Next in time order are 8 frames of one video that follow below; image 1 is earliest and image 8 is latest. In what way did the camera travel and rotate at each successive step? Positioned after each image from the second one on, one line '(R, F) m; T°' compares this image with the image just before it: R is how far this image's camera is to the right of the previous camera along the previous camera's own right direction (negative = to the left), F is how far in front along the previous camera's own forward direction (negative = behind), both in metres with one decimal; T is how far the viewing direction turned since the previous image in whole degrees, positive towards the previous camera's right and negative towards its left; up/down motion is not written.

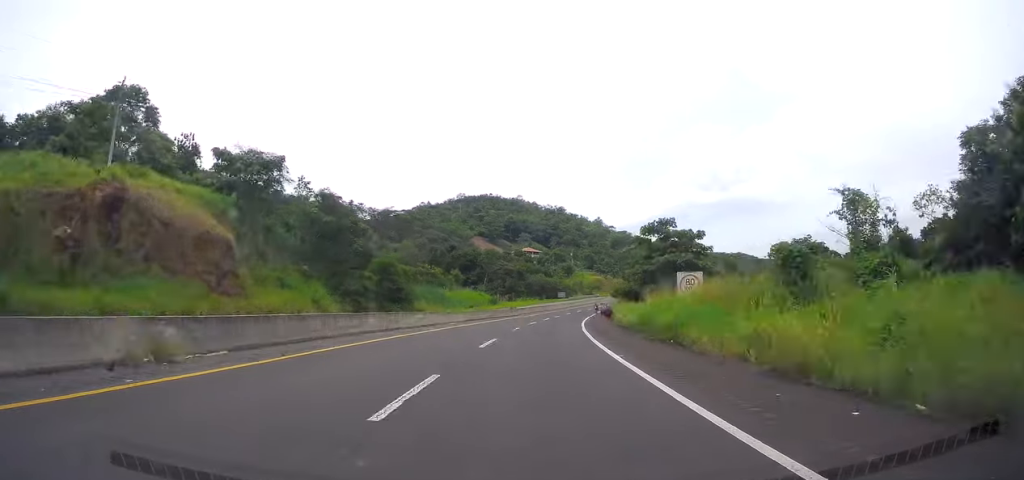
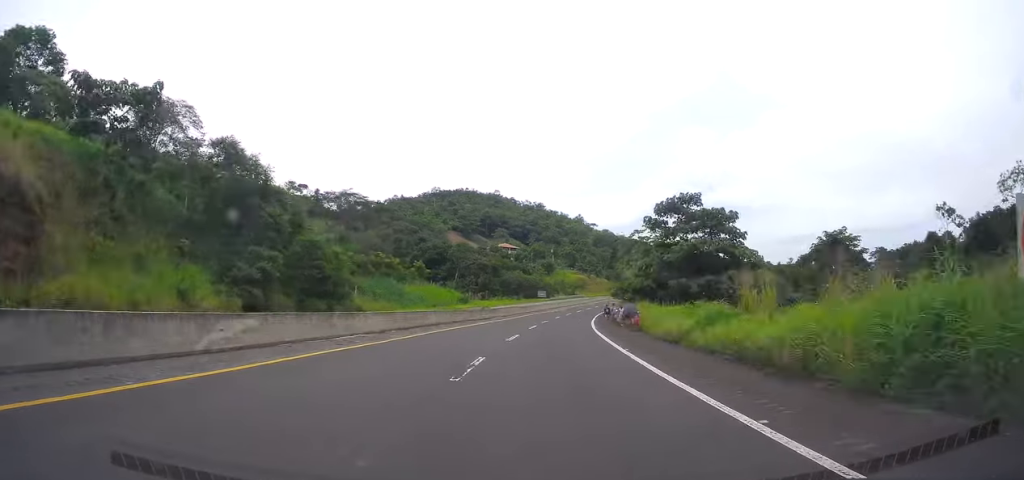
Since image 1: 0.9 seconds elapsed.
(-0.3, +20.7) m; +2°
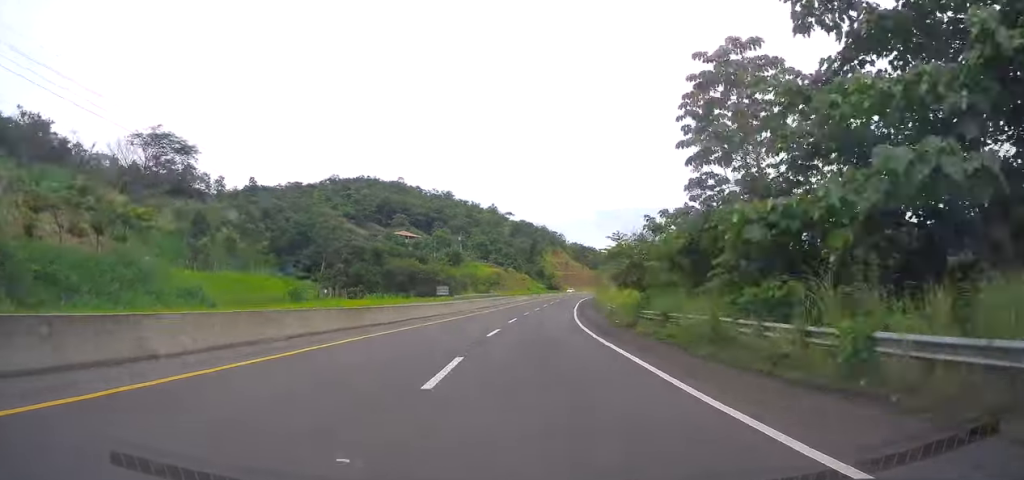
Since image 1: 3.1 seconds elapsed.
(+2.3, +48.9) m; +6°
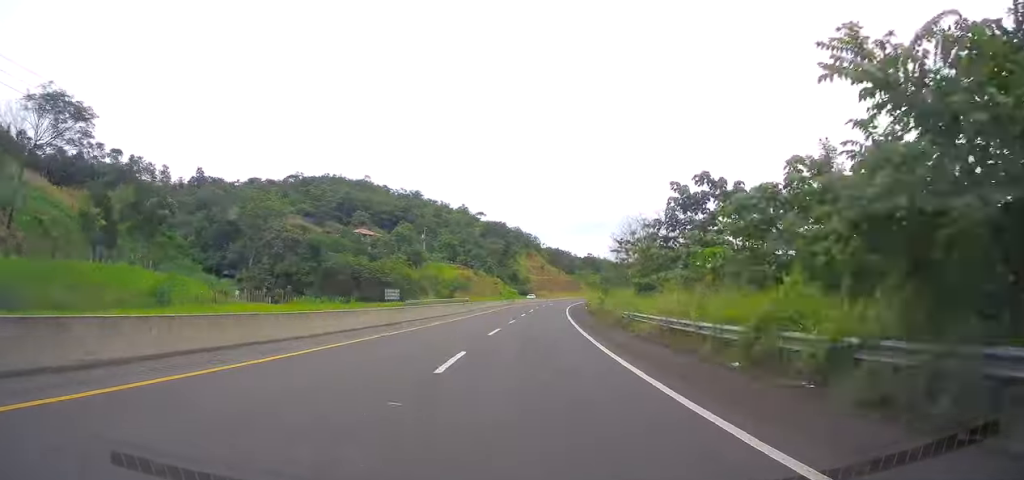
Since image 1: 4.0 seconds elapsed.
(+1.2, +20.7) m; +2°
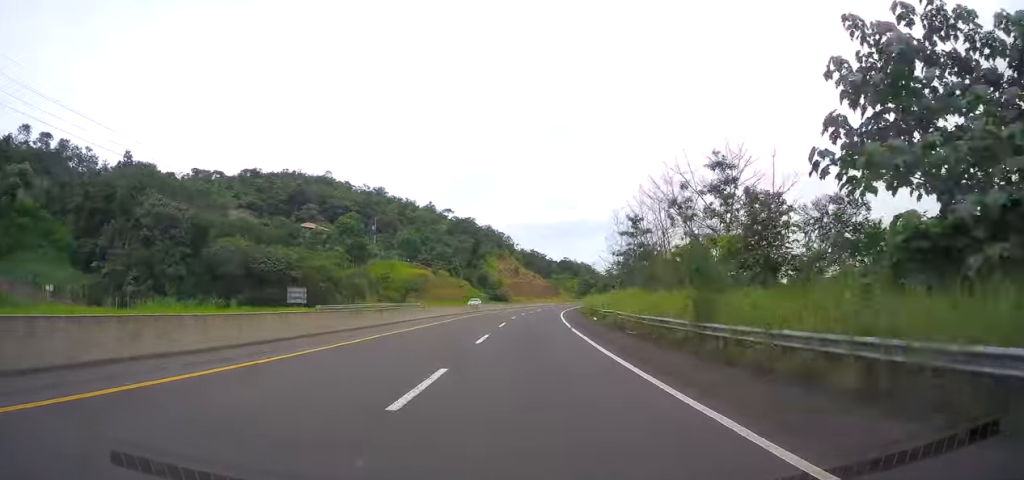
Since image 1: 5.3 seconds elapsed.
(+0.8, +28.3) m; +3°
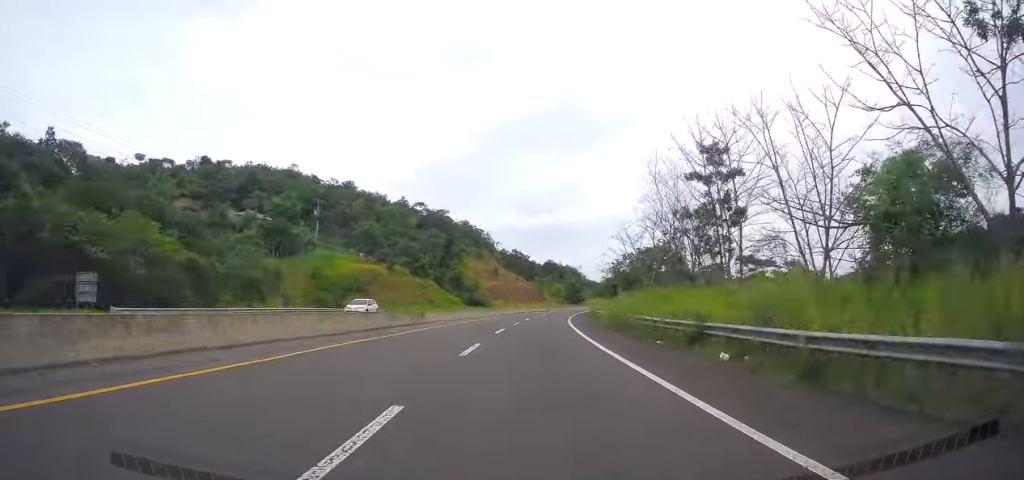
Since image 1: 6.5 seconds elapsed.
(+0.7, +28.2) m; +3°
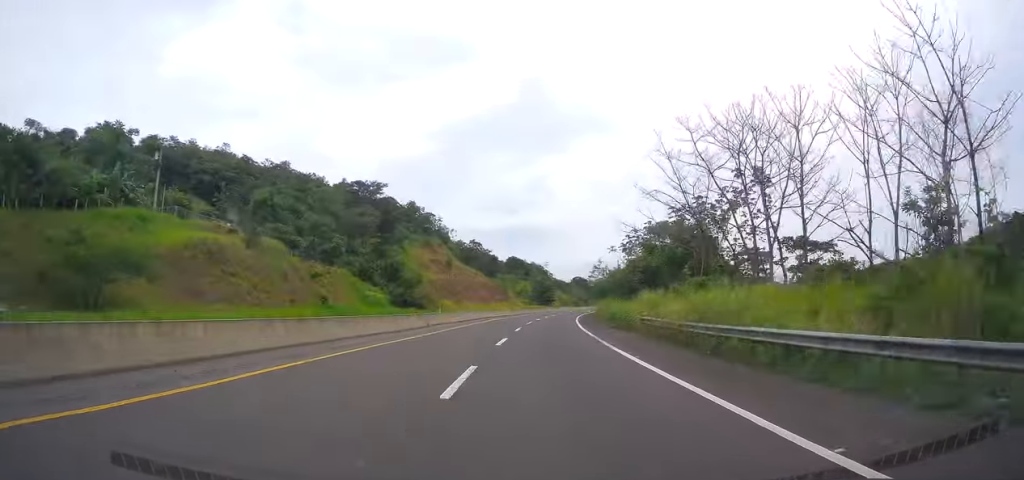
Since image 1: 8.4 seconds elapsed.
(+1.6, +42.8) m; +4°
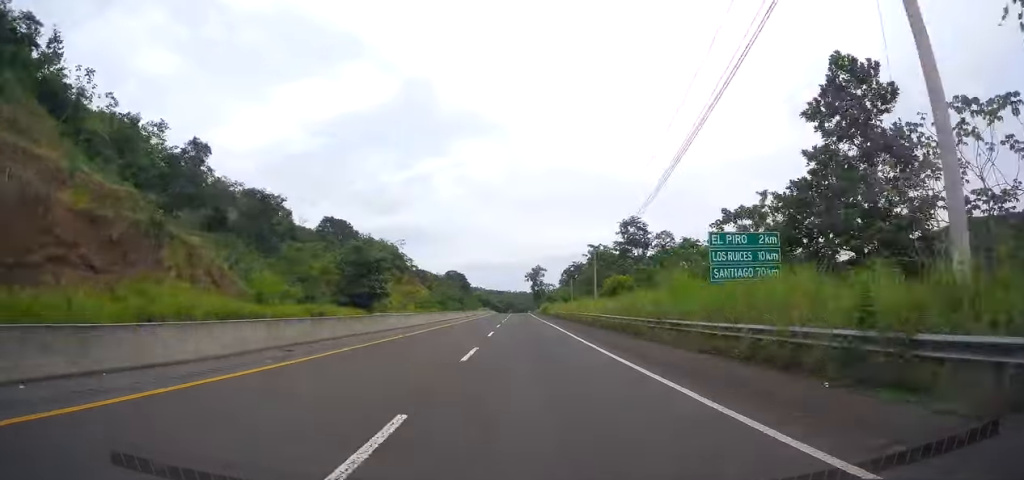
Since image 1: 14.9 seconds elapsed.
(+16.2, +137.5) m; +12°
